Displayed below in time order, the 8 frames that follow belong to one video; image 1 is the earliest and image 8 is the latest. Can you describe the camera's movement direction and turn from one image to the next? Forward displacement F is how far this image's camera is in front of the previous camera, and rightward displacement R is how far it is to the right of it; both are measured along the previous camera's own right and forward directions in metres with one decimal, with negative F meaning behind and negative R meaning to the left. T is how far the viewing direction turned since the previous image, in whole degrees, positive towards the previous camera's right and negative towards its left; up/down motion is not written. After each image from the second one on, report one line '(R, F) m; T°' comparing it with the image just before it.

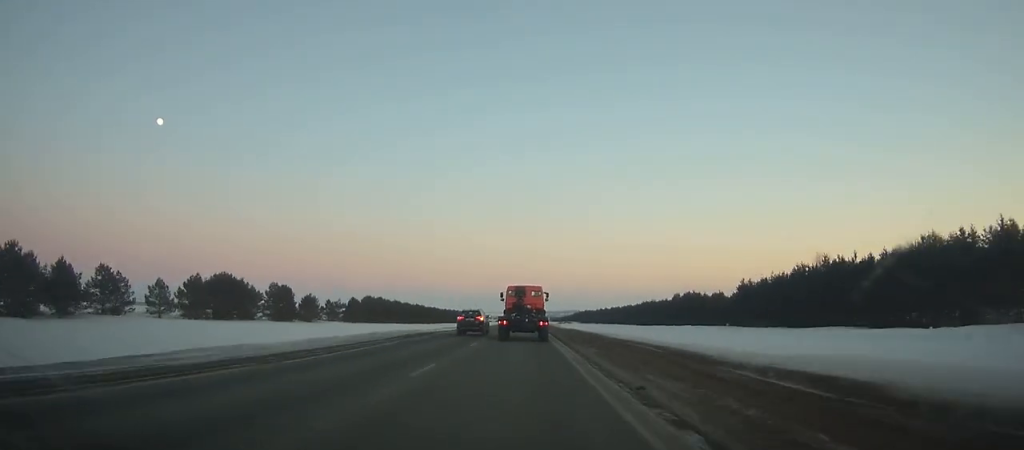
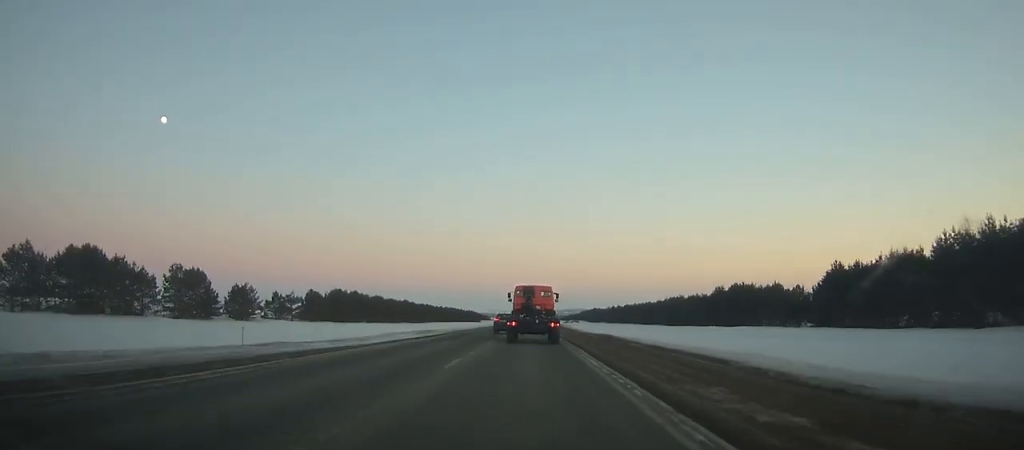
(-0.4, +36.4) m; -1°
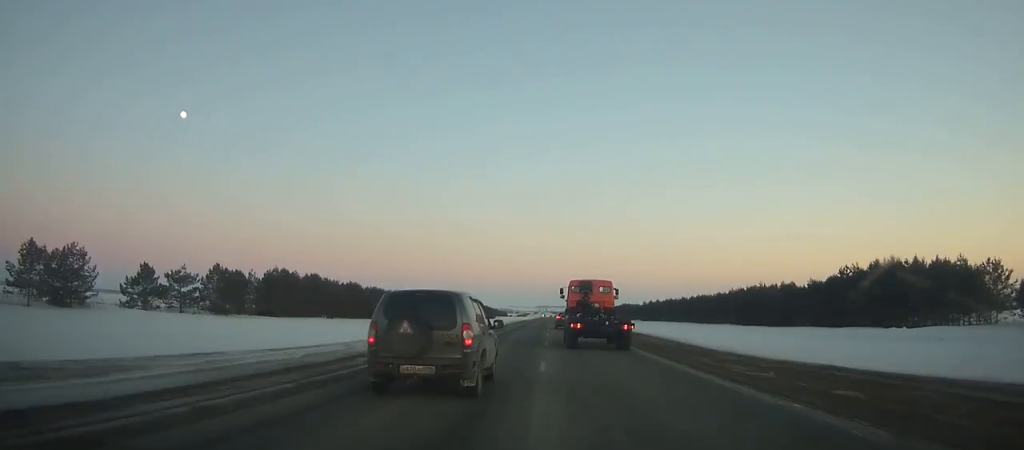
(-0.3, +50.3) m; 0°
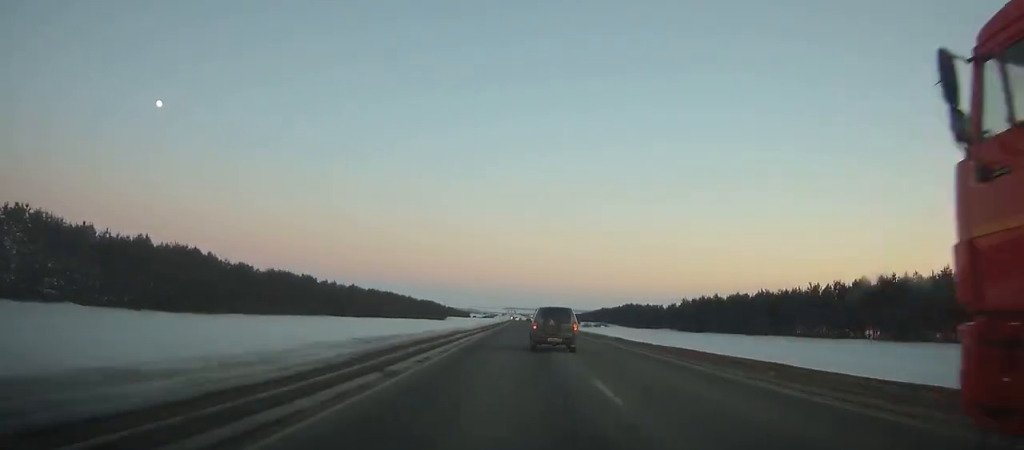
(+1.3, +110.7) m; +2°
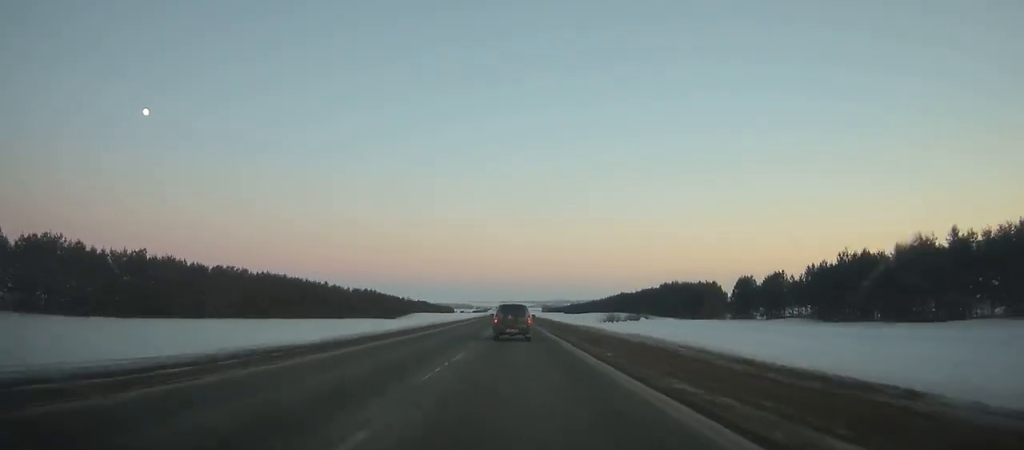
(+1.3, +86.7) m; 0°
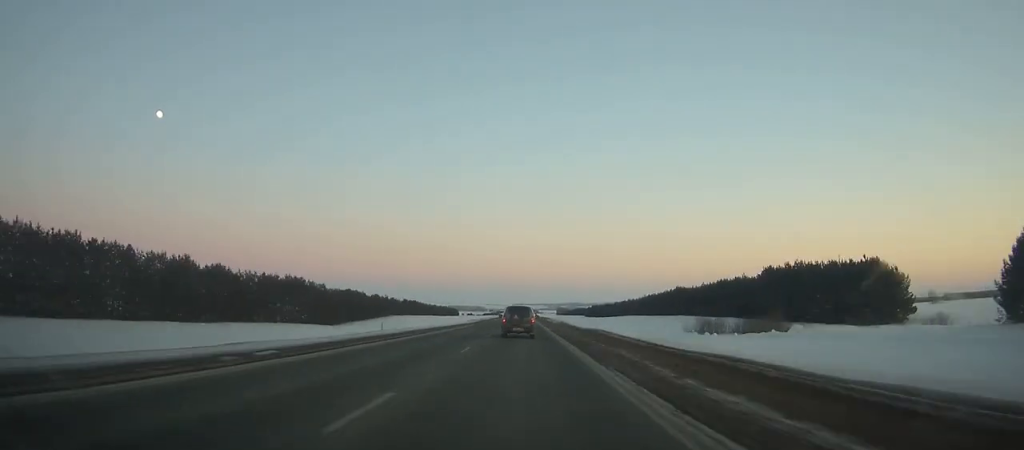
(-0.5, +68.8) m; -1°
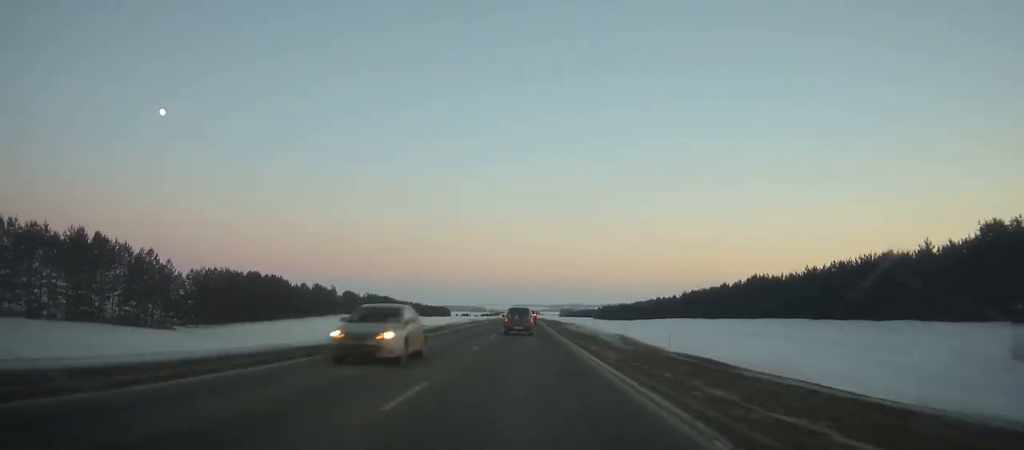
(-0.7, +59.3) m; -1°
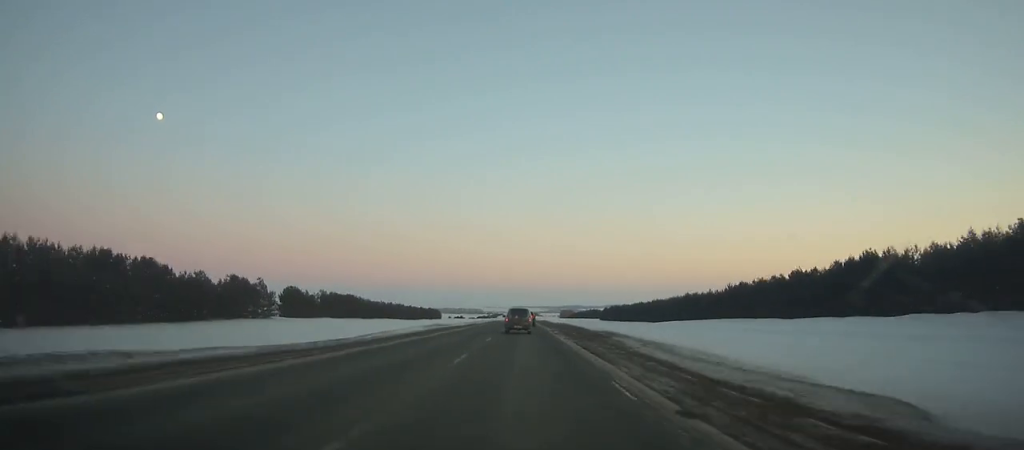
(+0.1, +42.0) m; 0°
